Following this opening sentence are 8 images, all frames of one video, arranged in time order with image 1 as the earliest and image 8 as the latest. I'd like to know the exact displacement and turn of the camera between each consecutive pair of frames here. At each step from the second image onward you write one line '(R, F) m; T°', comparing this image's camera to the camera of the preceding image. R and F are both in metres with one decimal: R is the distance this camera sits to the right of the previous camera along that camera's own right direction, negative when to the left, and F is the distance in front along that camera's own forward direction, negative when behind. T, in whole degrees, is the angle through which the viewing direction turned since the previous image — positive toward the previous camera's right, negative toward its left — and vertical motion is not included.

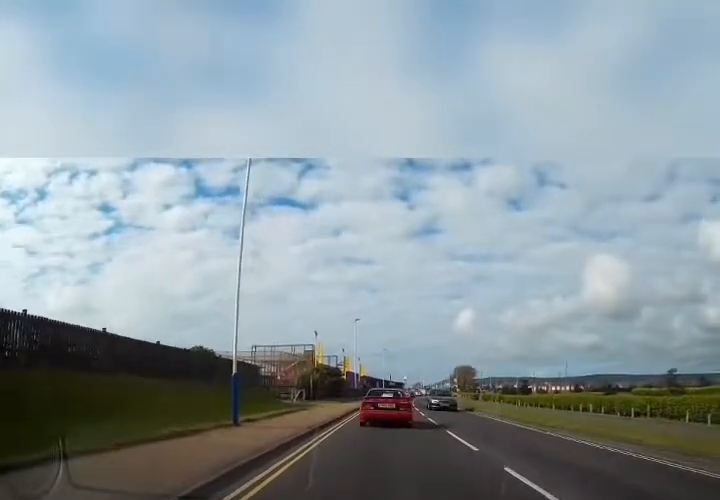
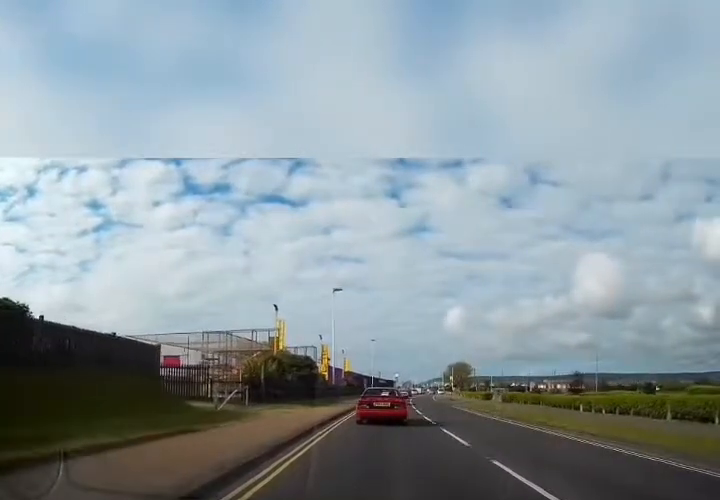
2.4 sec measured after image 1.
(+0.5, +12.7) m; +2°
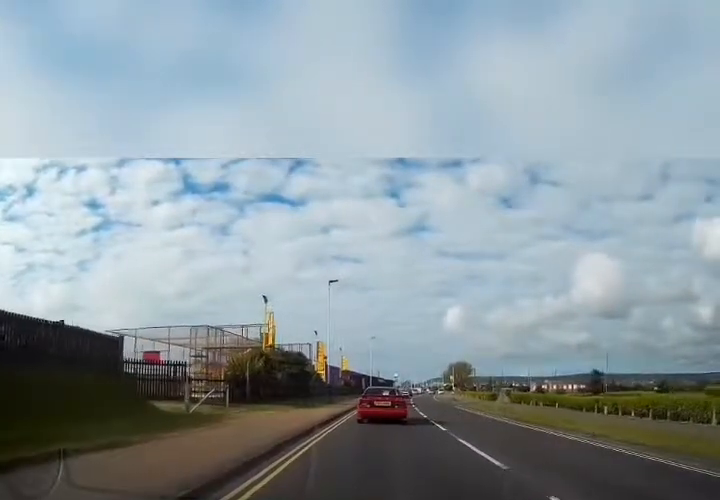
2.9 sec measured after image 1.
(0.0, +2.6) m; 0°
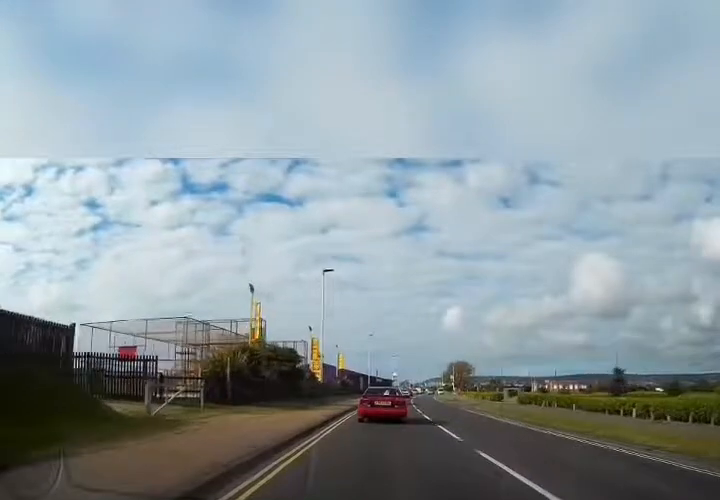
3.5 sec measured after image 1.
(-0.1, +2.6) m; +1°
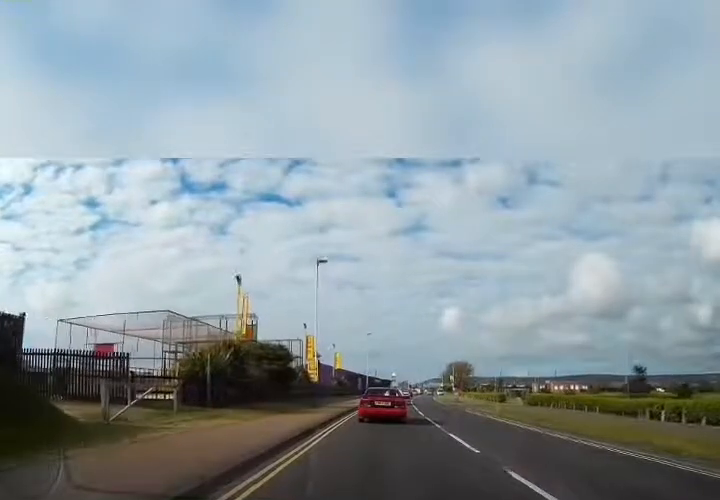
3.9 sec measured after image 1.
(-0.1, +2.1) m; 0°
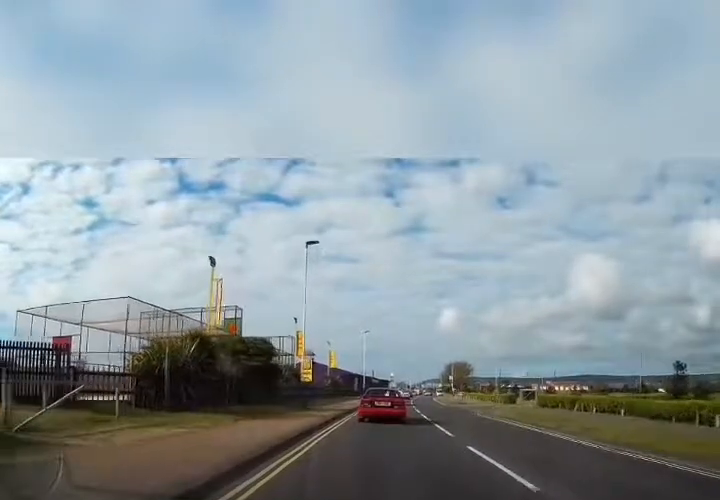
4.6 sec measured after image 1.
(+0.2, +3.3) m; 0°
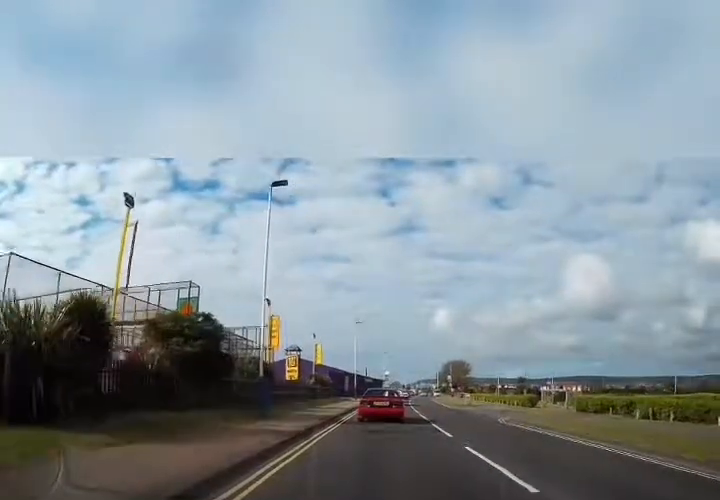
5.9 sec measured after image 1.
(-0.2, +6.8) m; -2°
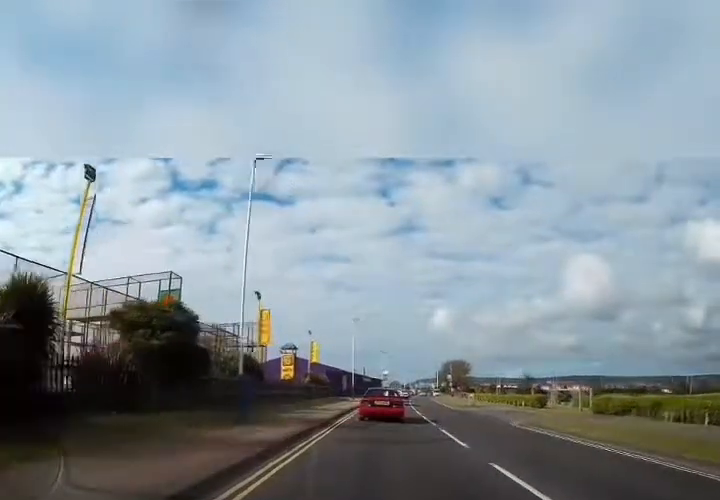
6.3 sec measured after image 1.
(0.0, +2.1) m; +1°
